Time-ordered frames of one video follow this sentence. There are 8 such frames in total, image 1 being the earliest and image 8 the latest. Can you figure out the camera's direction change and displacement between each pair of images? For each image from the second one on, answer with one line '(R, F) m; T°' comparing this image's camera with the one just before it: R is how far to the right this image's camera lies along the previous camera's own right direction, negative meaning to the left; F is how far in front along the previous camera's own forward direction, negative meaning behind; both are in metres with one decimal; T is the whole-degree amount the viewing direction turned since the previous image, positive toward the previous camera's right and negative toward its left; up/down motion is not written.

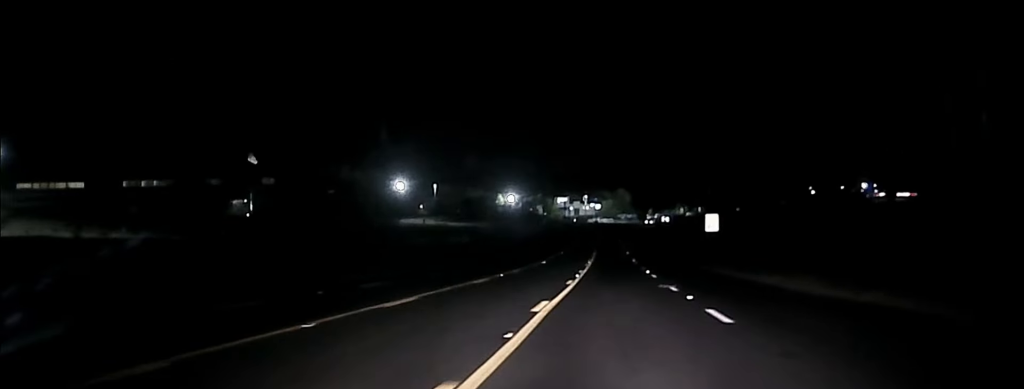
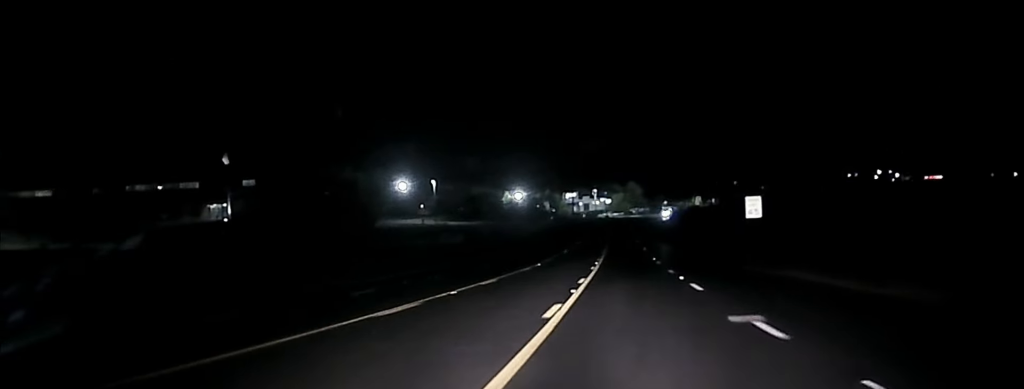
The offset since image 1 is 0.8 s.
(+0.1, +15.8) m; +1°
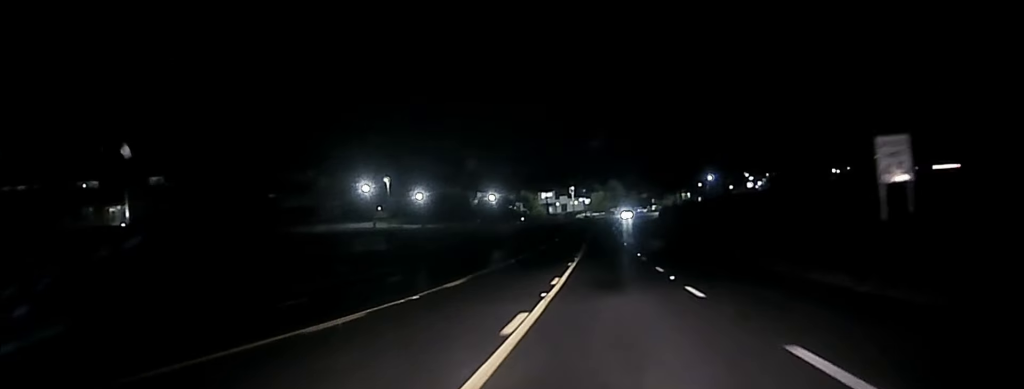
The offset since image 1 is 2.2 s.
(+0.3, +29.9) m; +1°
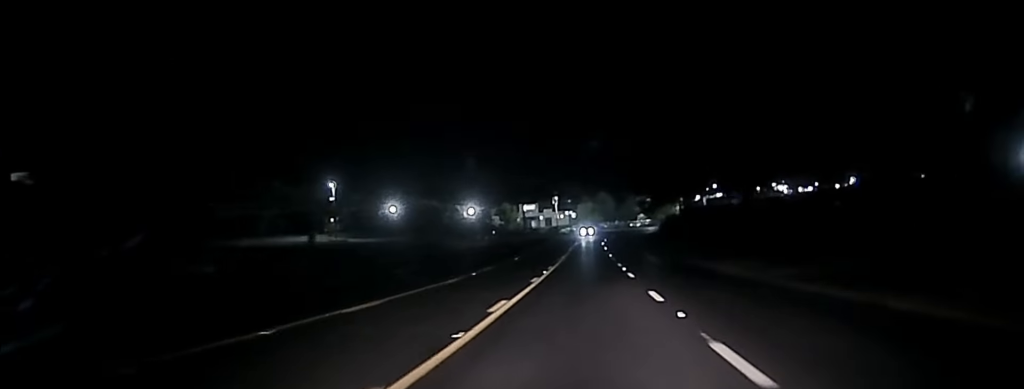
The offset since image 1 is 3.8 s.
(+0.3, +35.8) m; 0°
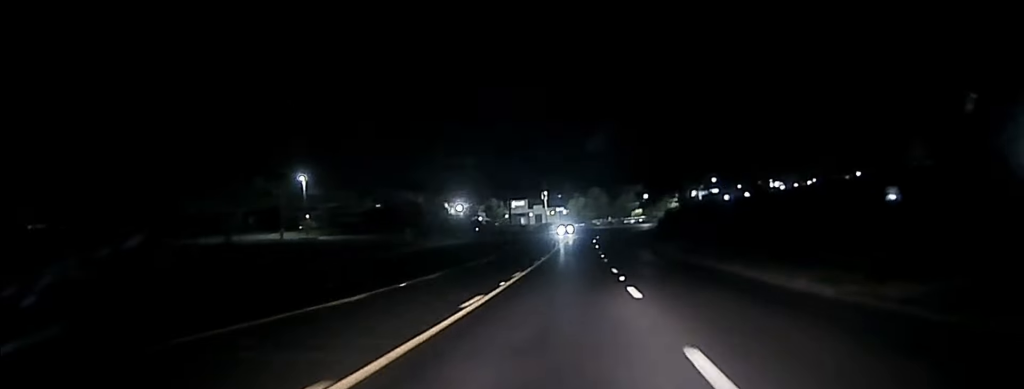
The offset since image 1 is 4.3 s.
(-0.1, +14.3) m; 0°
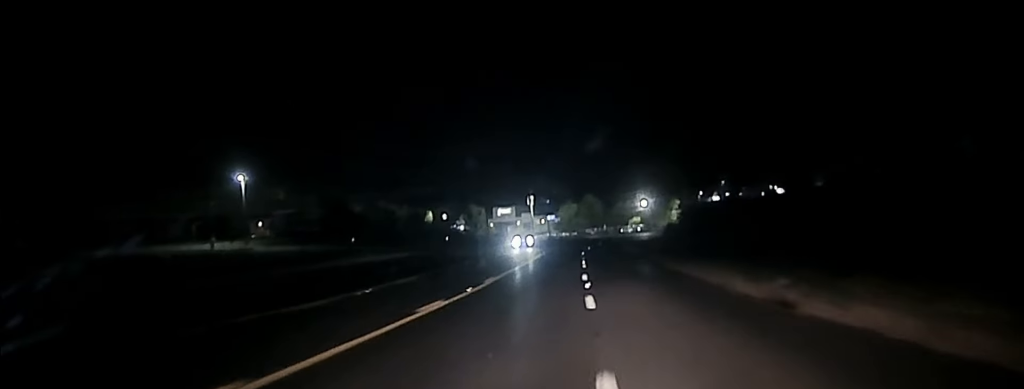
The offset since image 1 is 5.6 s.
(0.0, +27.1) m; 0°
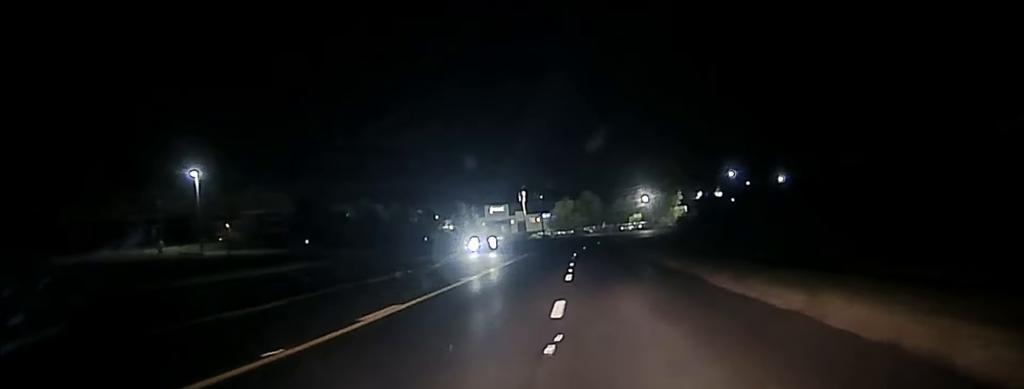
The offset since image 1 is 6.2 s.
(0.0, +11.6) m; 0°
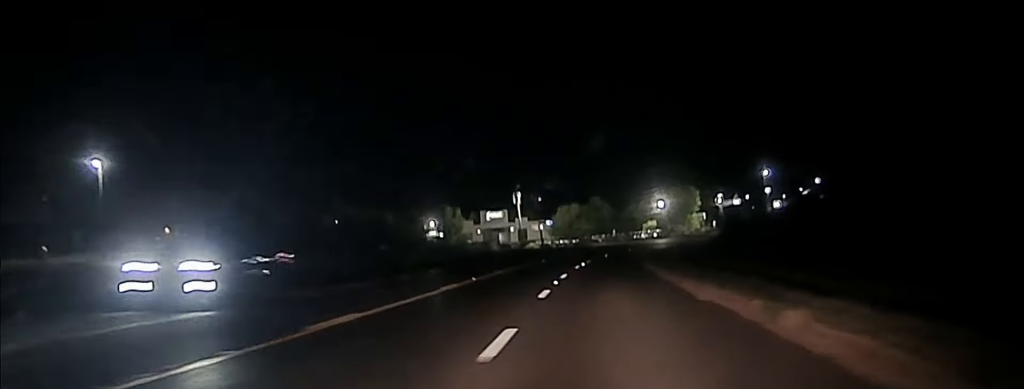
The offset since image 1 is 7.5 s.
(+0.1, +23.9) m; +1°
